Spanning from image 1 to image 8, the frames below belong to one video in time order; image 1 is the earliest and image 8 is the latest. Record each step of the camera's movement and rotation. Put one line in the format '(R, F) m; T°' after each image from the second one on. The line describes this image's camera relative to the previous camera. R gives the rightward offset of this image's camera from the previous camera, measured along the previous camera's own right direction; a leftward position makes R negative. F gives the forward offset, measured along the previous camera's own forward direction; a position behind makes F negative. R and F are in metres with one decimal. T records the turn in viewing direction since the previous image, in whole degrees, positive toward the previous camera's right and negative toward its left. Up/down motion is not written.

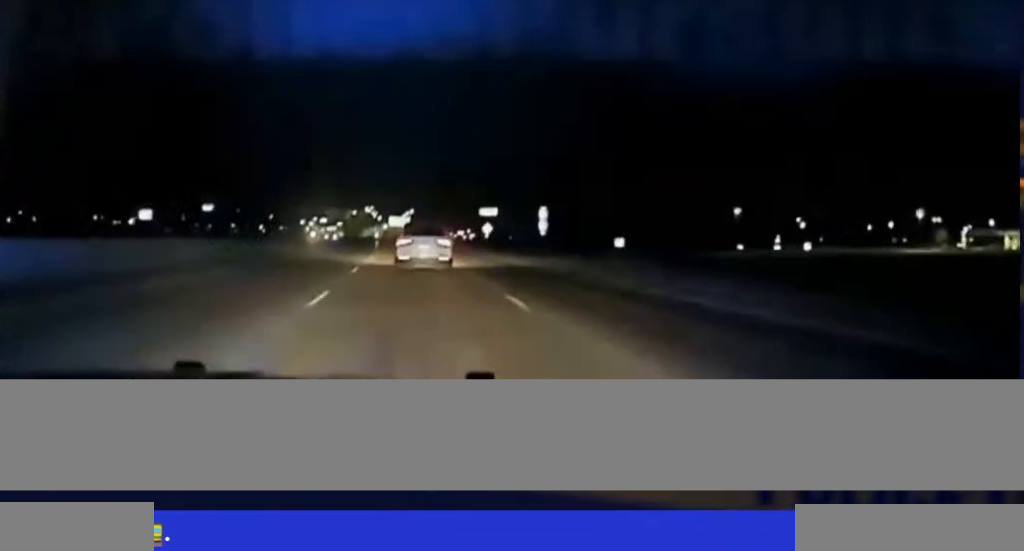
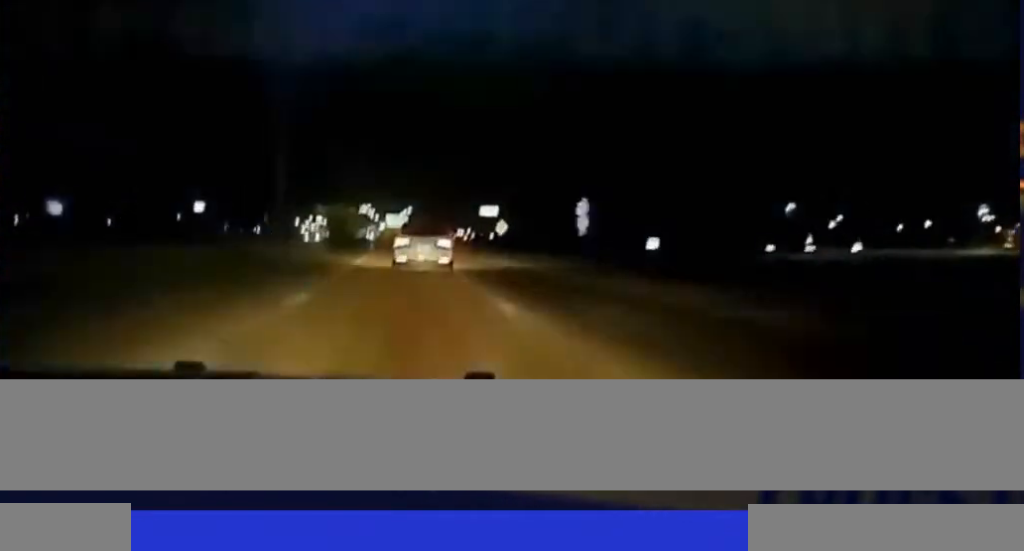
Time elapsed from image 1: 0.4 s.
(+0.1, +24.4) m; 0°
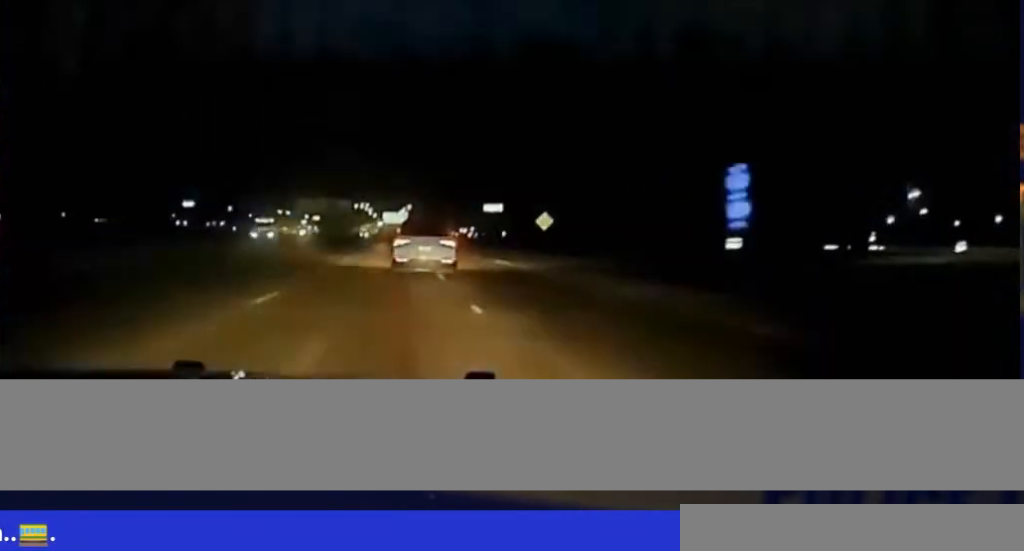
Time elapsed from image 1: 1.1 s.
(0.0, +37.2) m; 0°
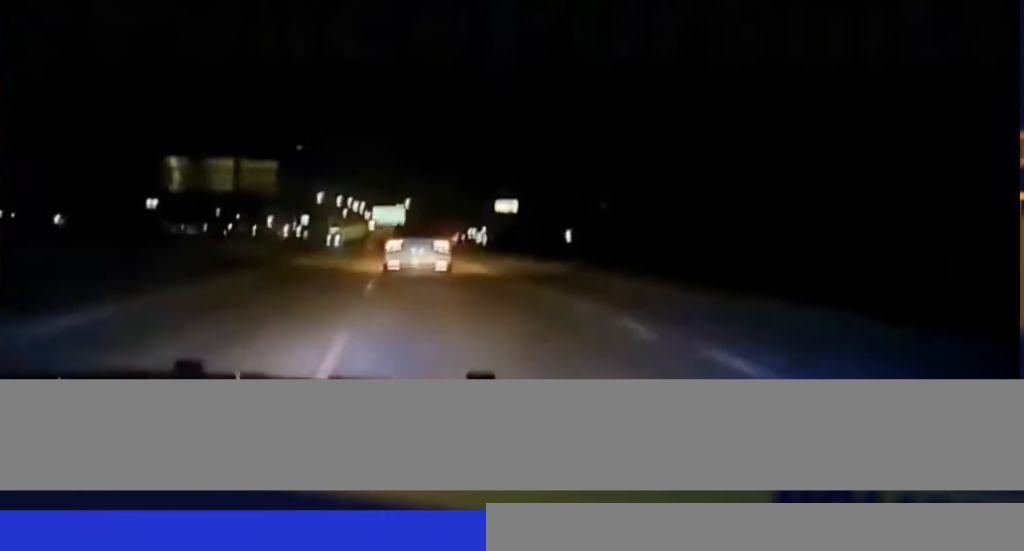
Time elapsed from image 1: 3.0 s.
(-0.5, +102.5) m; 0°
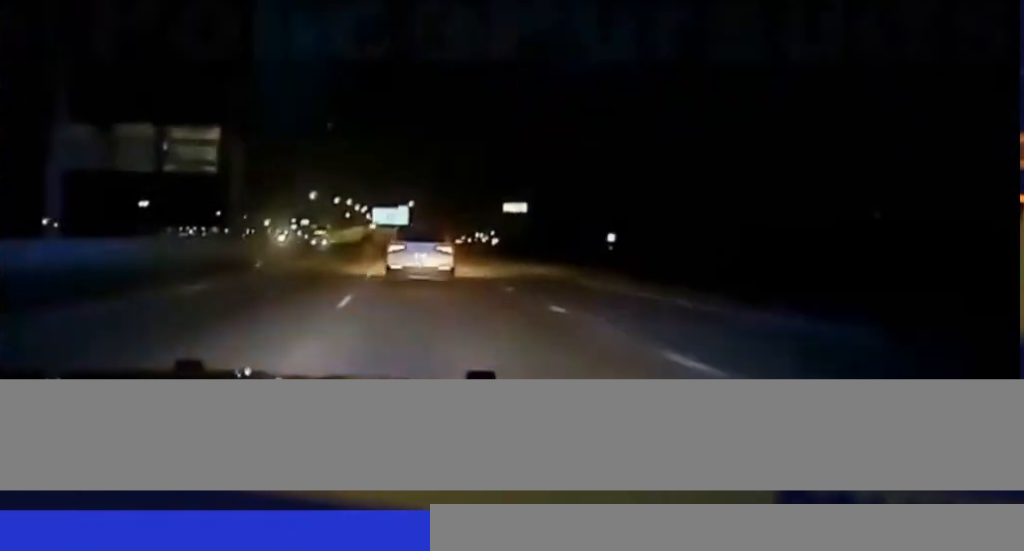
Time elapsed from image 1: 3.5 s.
(+0.4, +29.5) m; 0°
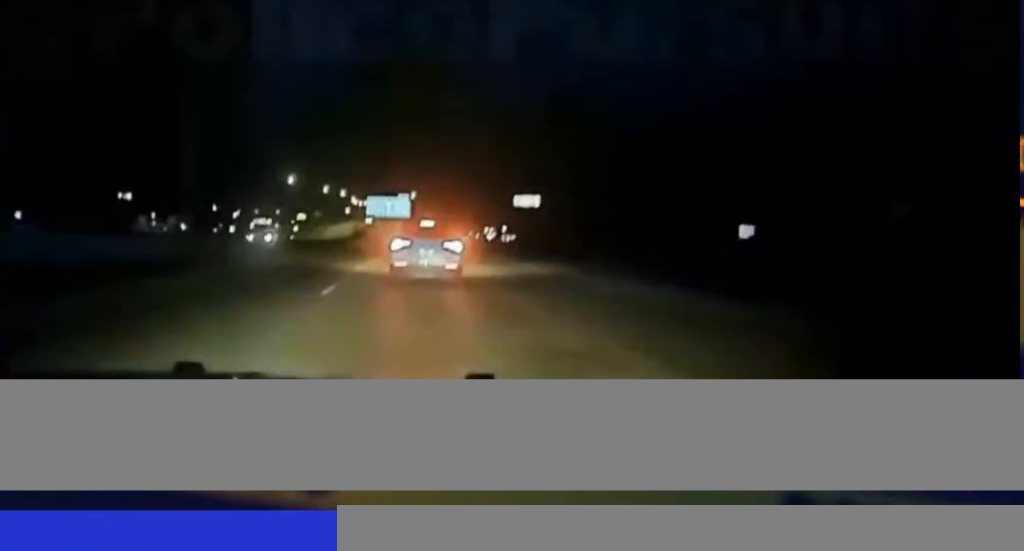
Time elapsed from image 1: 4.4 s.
(+0.1, +50.6) m; 0°
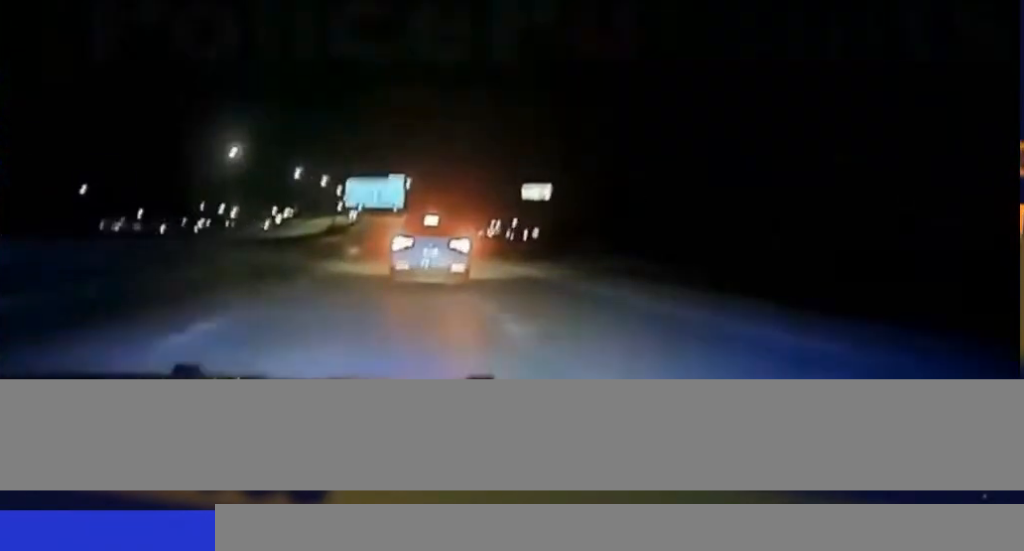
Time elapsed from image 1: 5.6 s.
(-0.5, +66.9) m; -1°
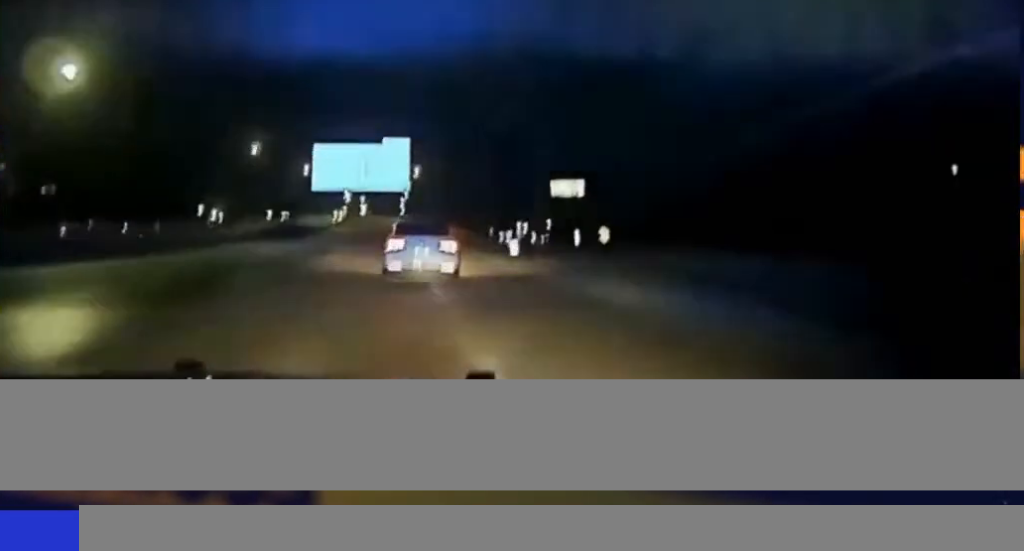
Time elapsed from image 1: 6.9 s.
(-0.1, +74.7) m; 0°
